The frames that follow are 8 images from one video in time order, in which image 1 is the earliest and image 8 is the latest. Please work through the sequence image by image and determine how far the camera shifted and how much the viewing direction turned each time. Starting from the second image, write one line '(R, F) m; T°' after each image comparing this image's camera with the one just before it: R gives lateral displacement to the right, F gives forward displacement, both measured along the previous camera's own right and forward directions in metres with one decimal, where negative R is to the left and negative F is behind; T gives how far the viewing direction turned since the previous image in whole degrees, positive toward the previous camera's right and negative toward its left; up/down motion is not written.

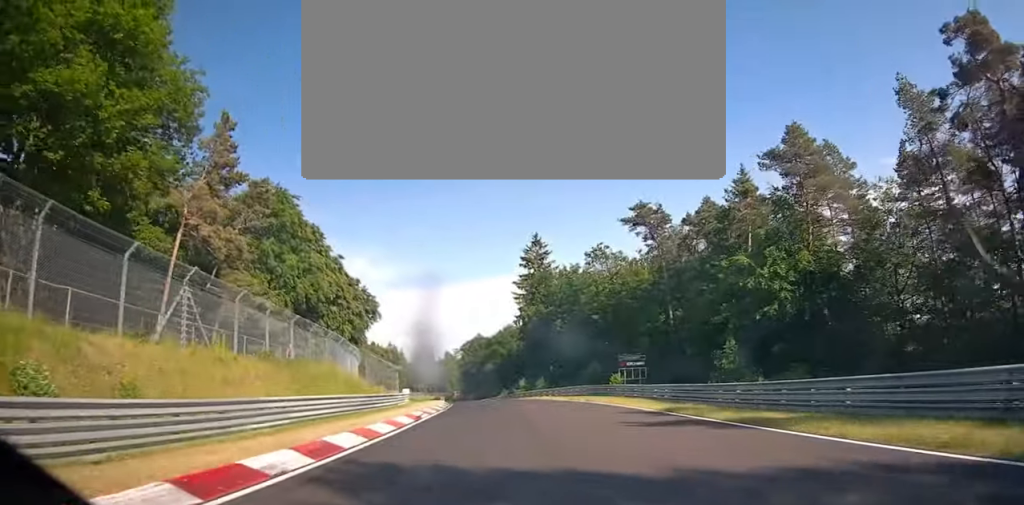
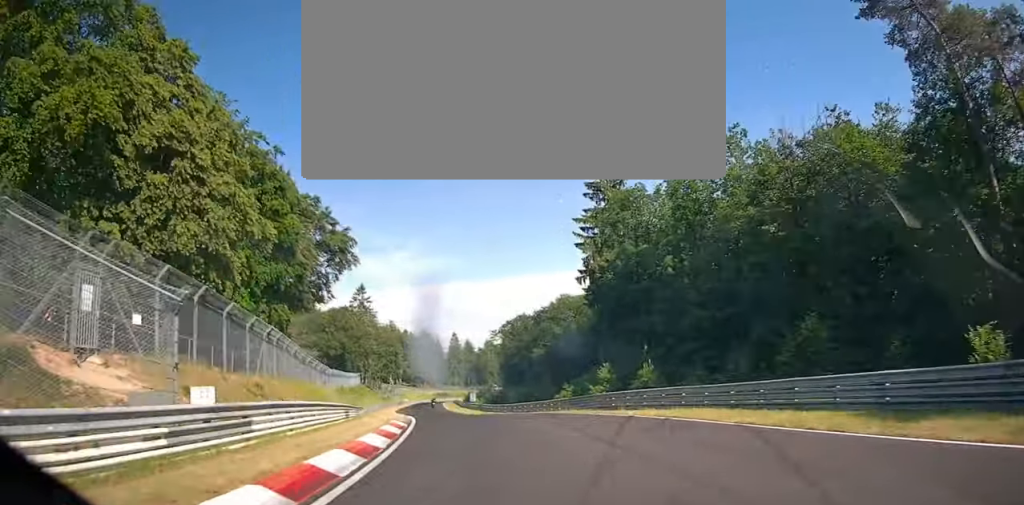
(+1.2, +38.7) m; +2°
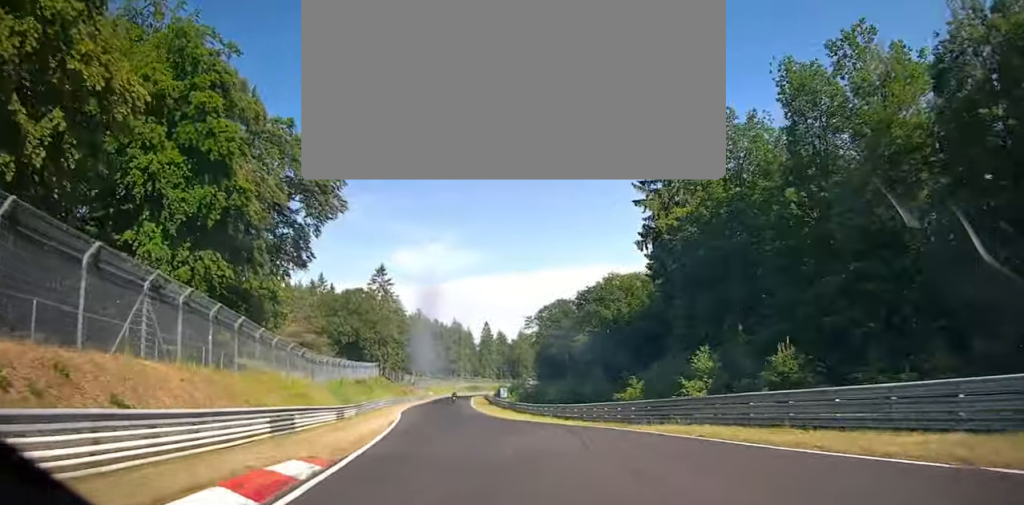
(+0.3, +15.2) m; 0°
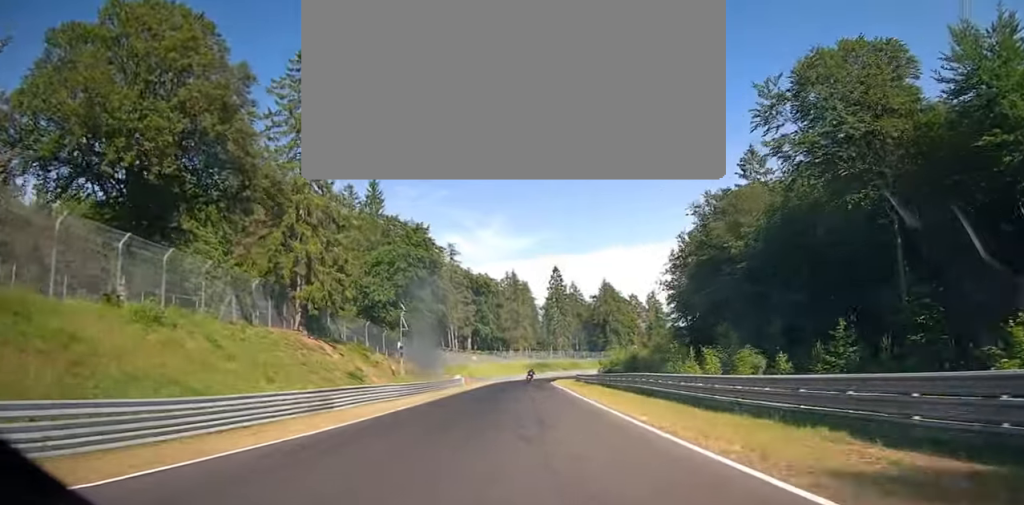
(-5.1, +81.3) m; -6°
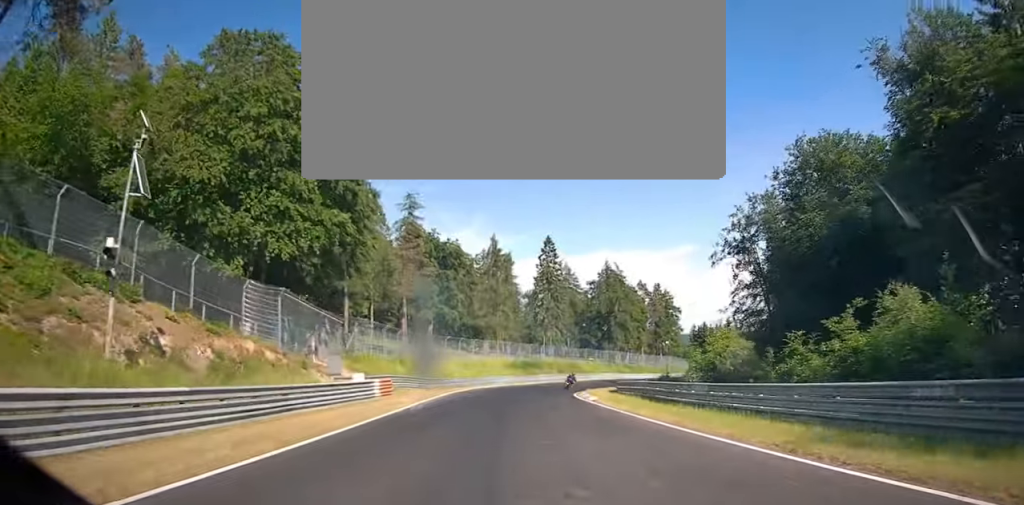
(+0.2, +37.5) m; +1°
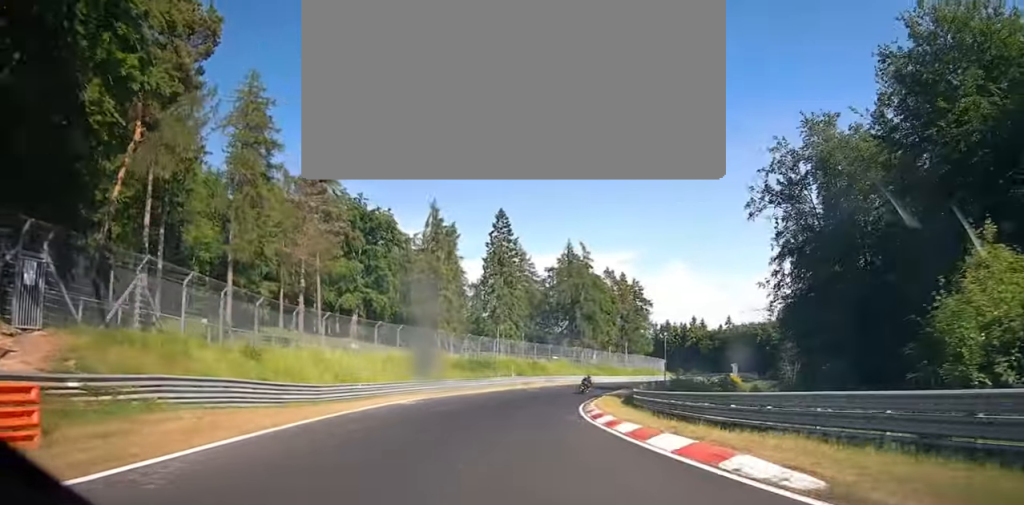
(+0.1, +22.3) m; +2°
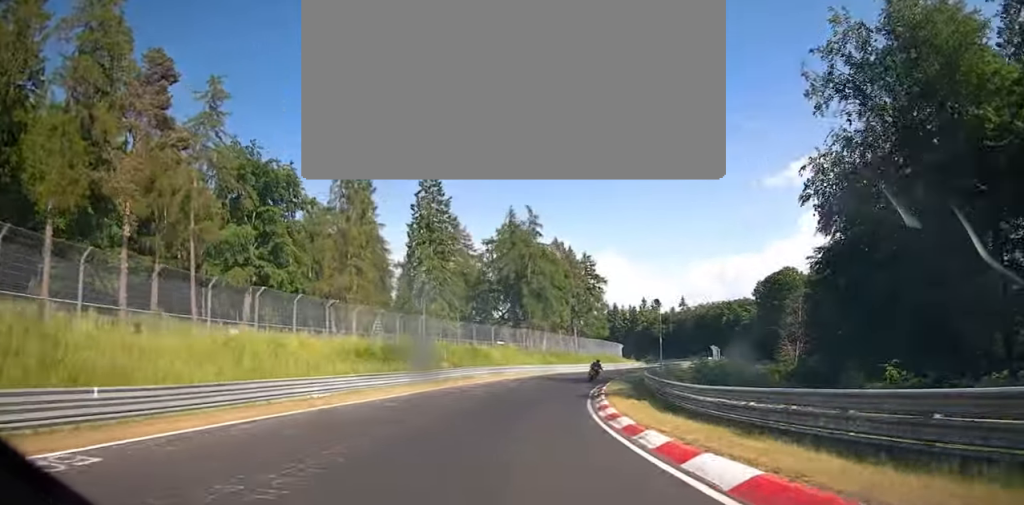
(-0.1, +19.1) m; +2°
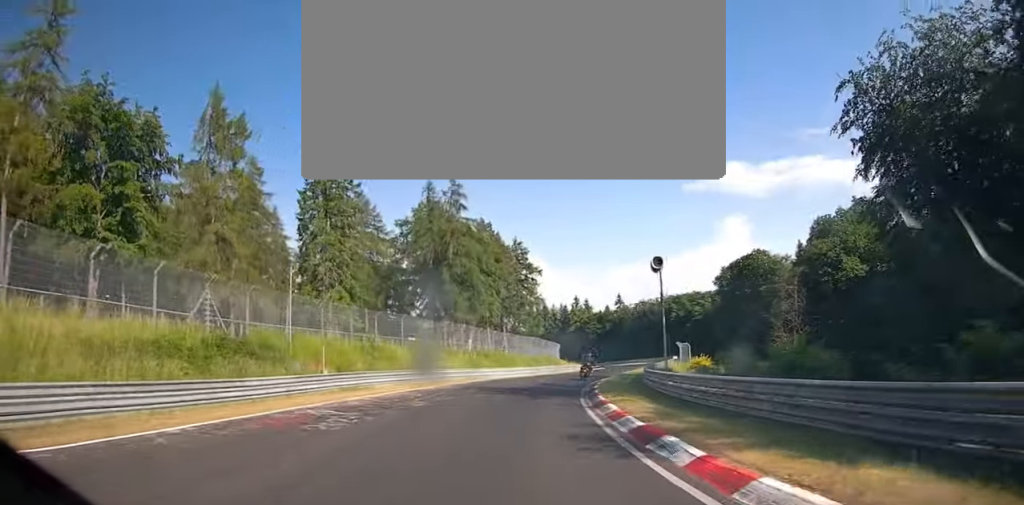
(+0.5, +17.3) m; +4°
